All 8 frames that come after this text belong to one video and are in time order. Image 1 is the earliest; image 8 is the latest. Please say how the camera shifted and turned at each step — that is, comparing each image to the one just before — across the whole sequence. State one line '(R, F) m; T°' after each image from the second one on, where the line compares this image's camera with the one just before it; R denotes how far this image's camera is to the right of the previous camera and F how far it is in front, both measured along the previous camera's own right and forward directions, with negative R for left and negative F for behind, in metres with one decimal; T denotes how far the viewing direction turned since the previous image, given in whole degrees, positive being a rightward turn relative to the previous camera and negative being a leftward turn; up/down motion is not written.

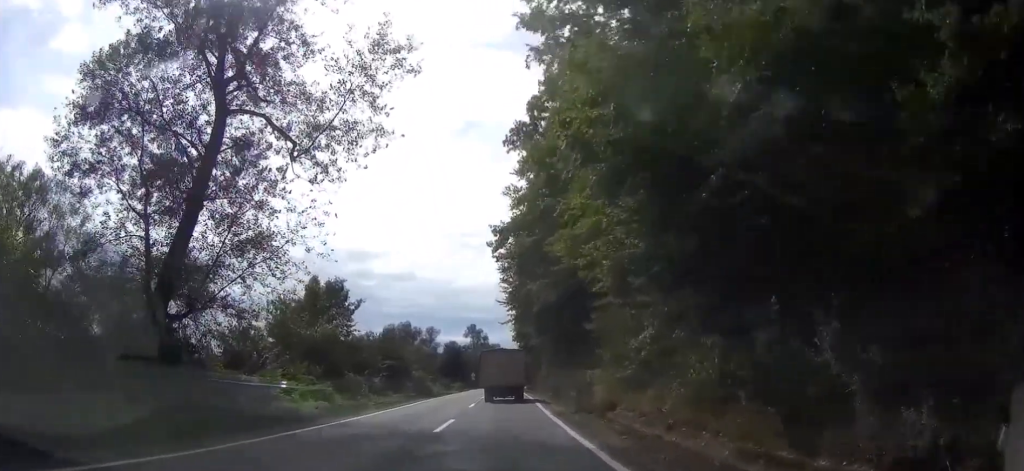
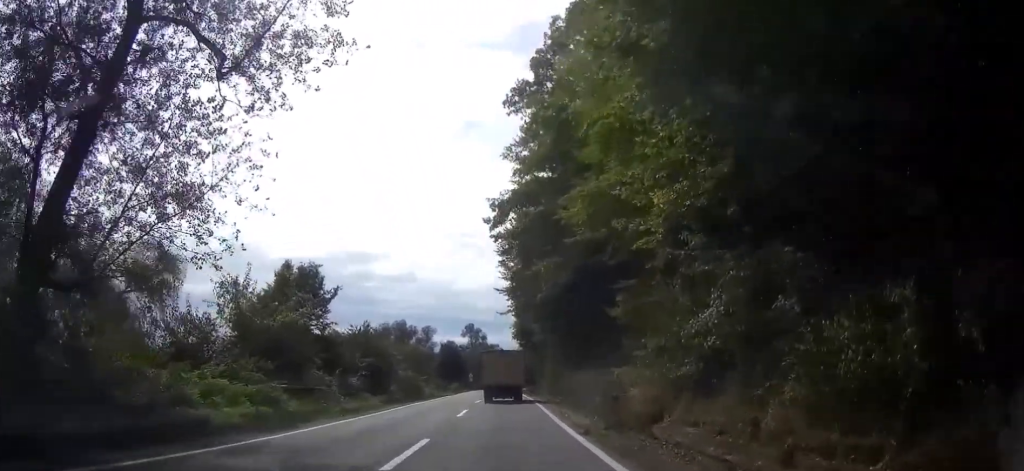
(-0.1, +7.3) m; 0°
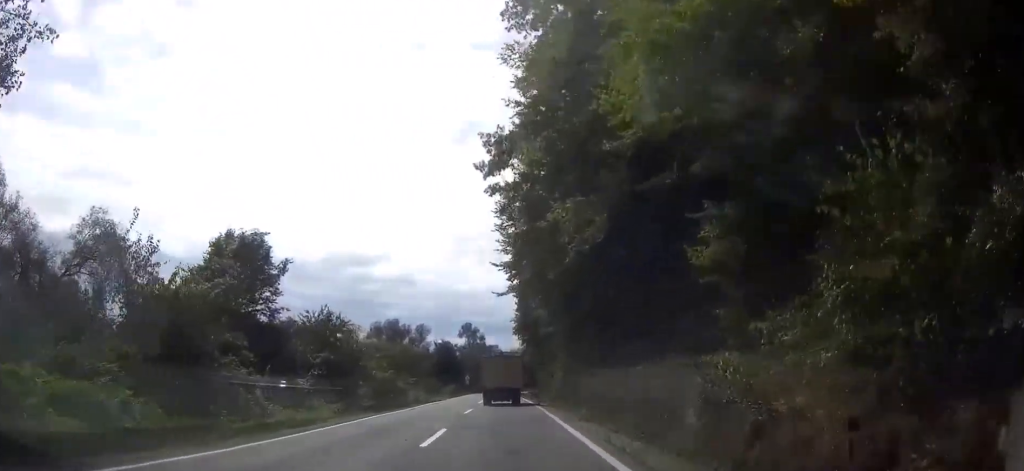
(0.0, +11.0) m; 0°
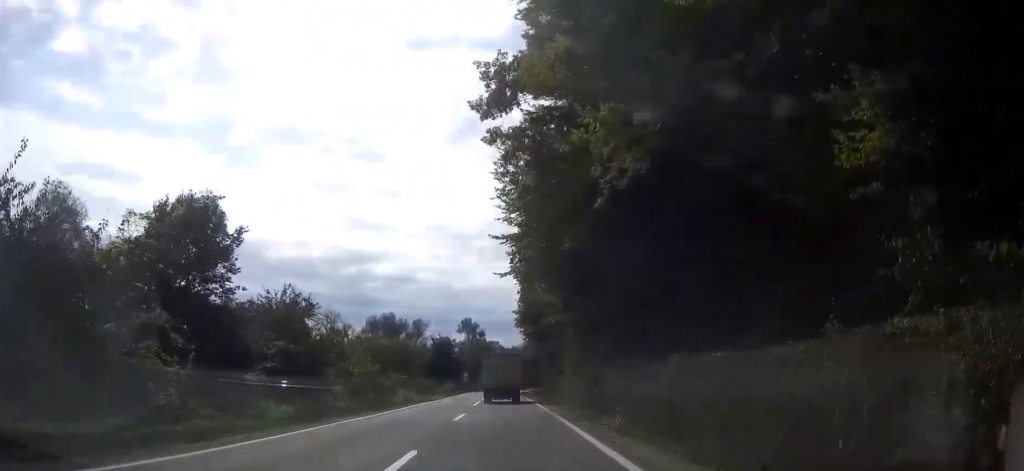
(0.0, +6.8) m; 0°
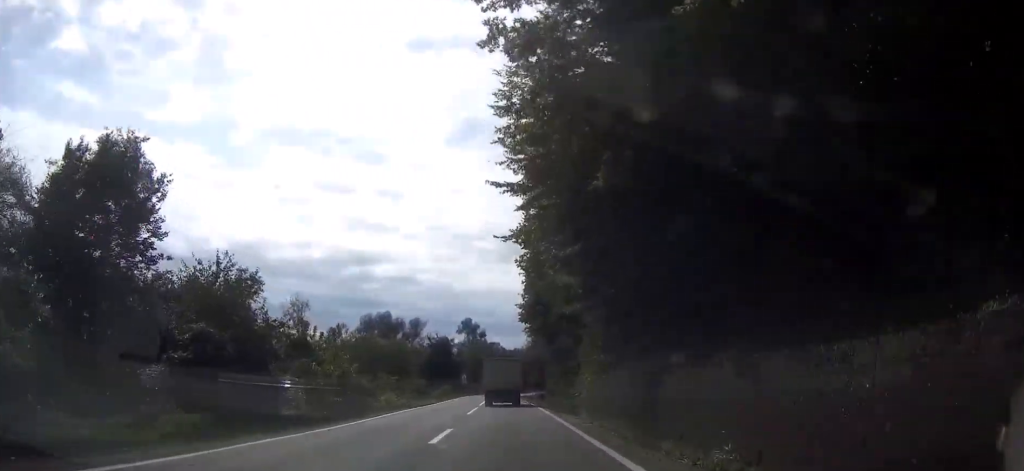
(0.0, +7.9) m; 0°
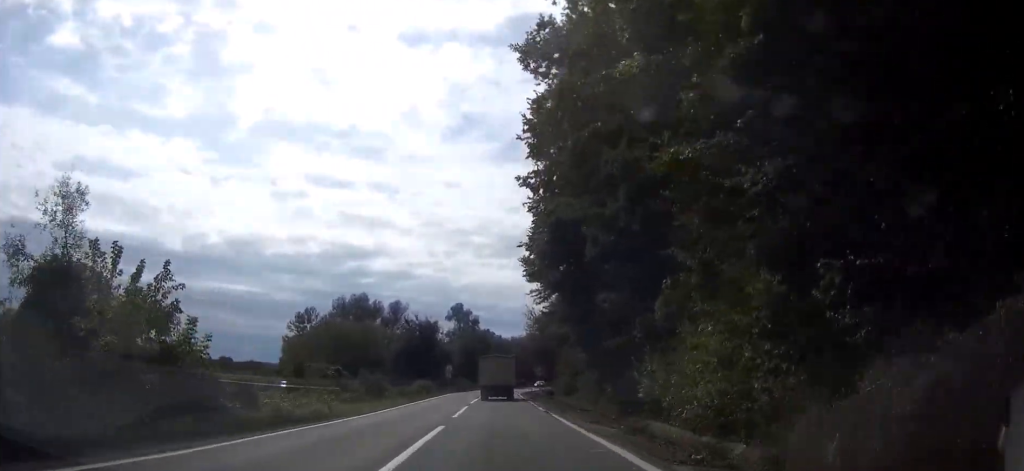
(+0.2, +21.4) m; 0°
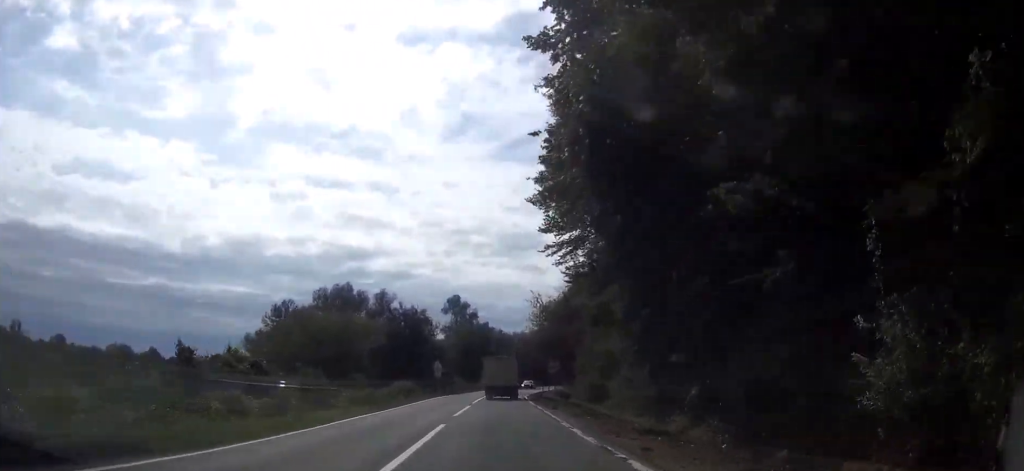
(-0.1, +14.4) m; 0°
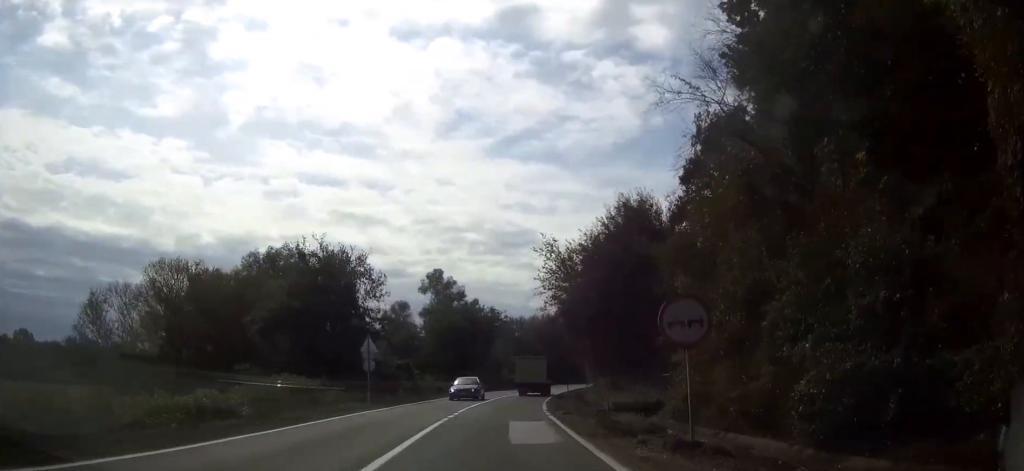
(+0.4, +30.2) m; +2°
